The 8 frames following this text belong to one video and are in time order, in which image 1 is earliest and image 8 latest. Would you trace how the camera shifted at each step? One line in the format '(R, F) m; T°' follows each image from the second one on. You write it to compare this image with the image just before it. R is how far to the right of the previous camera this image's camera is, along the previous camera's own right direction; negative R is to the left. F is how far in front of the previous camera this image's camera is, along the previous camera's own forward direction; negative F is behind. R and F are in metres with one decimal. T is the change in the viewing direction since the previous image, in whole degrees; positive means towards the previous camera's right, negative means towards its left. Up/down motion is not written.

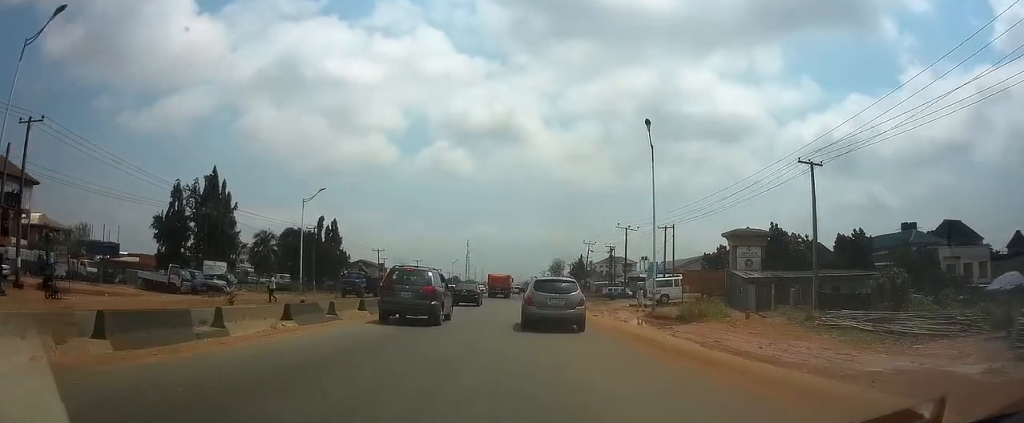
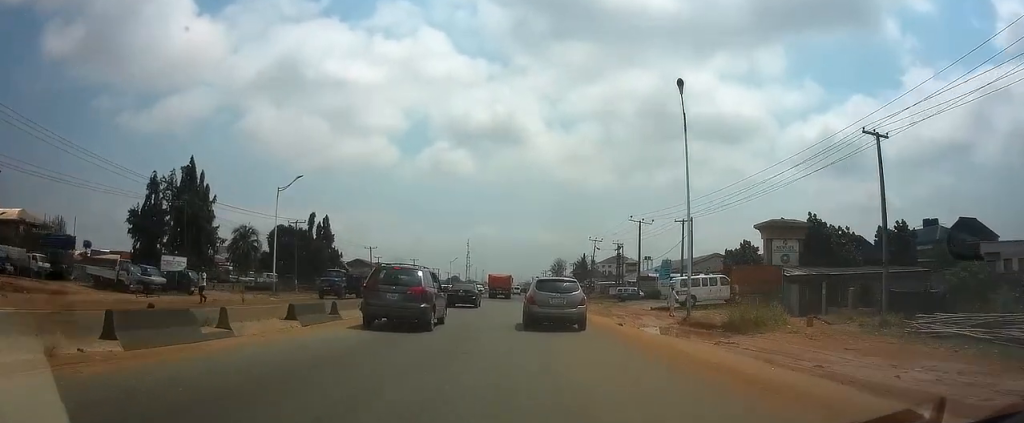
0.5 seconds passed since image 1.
(0.0, +6.8) m; 0°
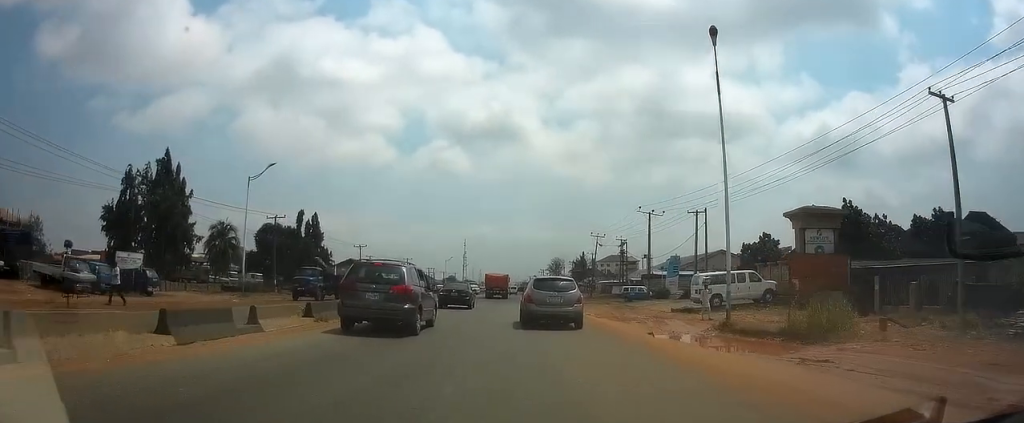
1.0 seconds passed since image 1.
(0.0, +5.8) m; 0°
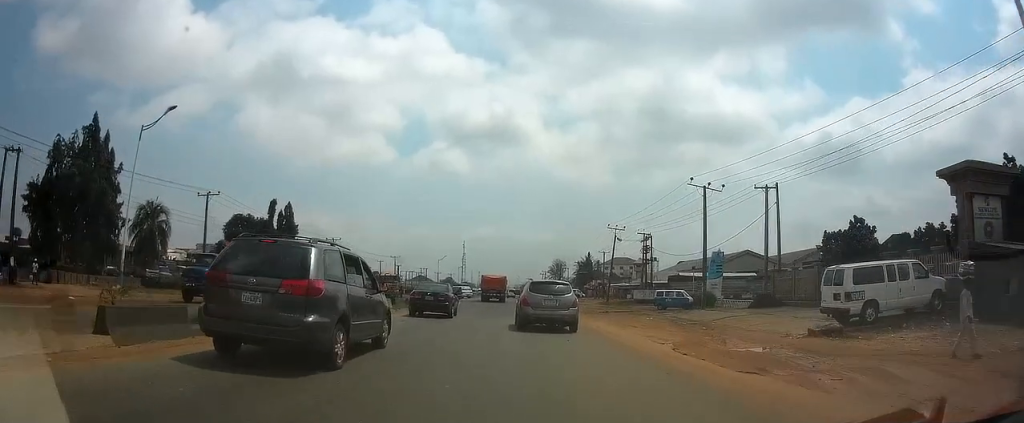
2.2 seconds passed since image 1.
(0.0, +16.0) m; 0°
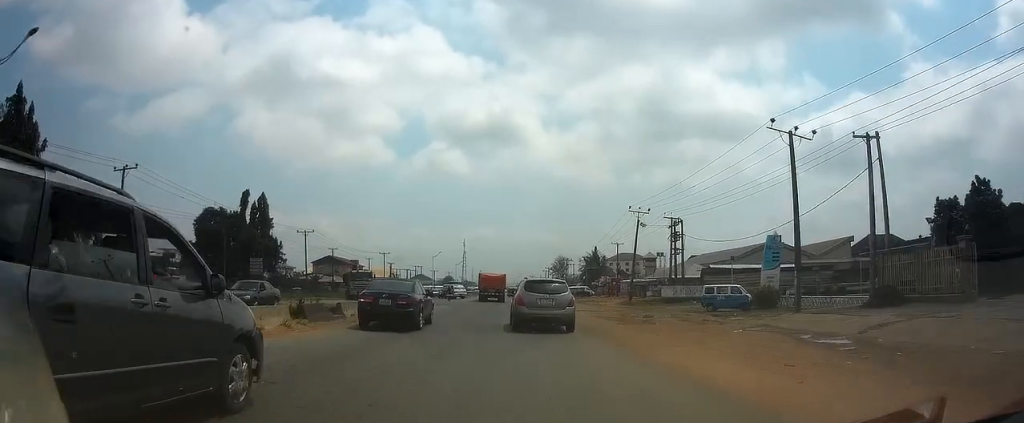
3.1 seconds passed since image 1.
(-0.1, +12.7) m; 0°
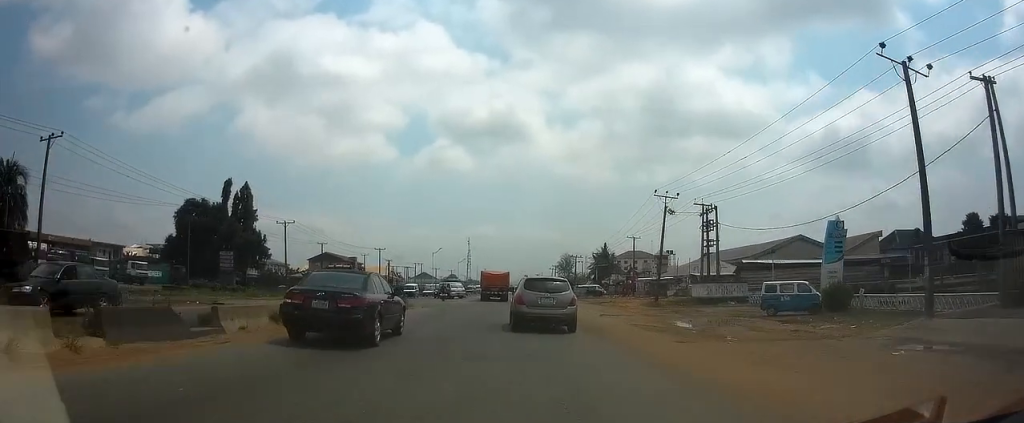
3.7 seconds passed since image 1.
(0.0, +9.0) m; 0°
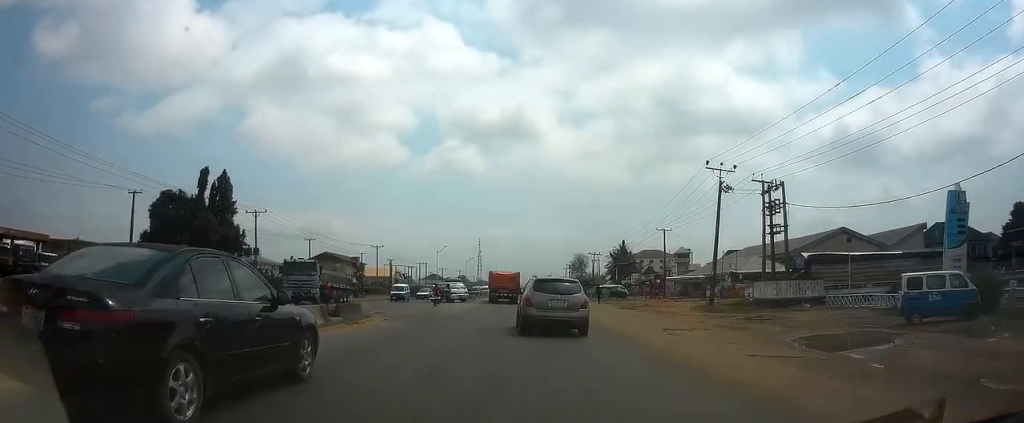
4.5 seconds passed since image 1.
(0.0, +11.3) m; -1°
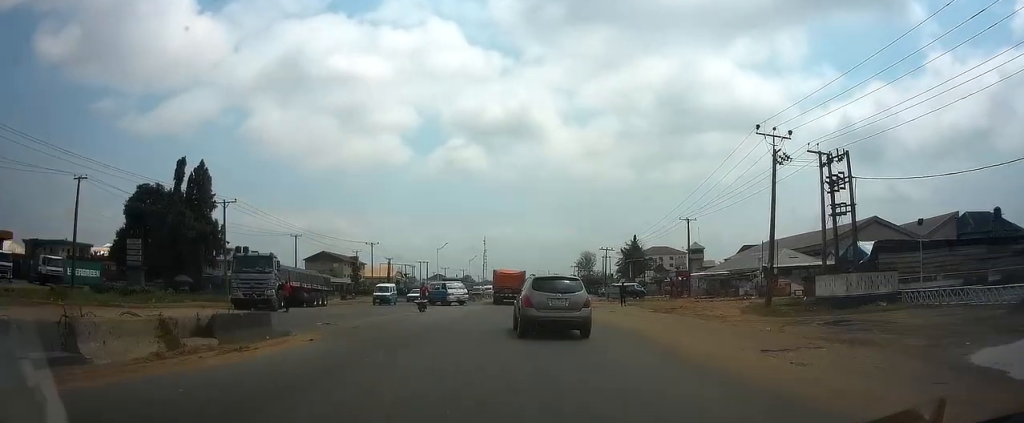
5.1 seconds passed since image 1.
(-0.1, +7.9) m; -1°
